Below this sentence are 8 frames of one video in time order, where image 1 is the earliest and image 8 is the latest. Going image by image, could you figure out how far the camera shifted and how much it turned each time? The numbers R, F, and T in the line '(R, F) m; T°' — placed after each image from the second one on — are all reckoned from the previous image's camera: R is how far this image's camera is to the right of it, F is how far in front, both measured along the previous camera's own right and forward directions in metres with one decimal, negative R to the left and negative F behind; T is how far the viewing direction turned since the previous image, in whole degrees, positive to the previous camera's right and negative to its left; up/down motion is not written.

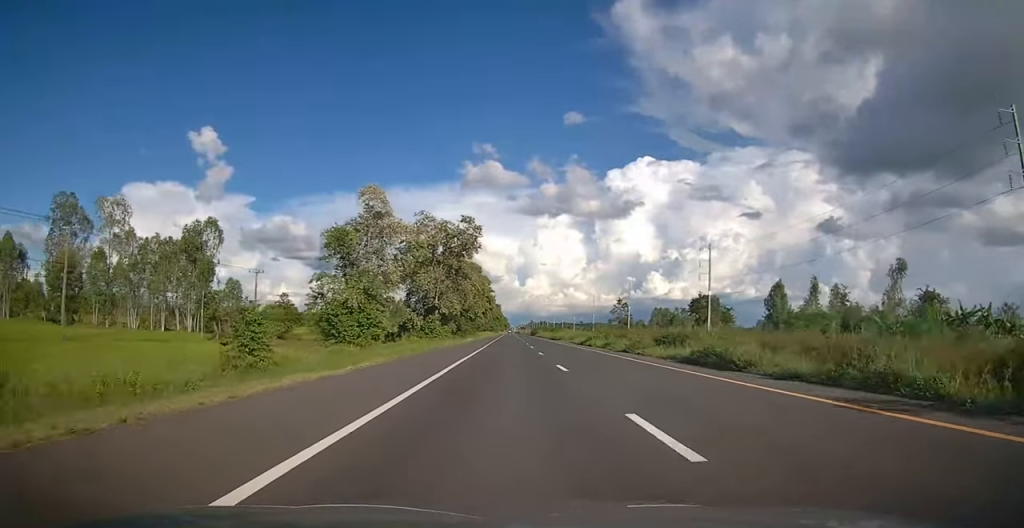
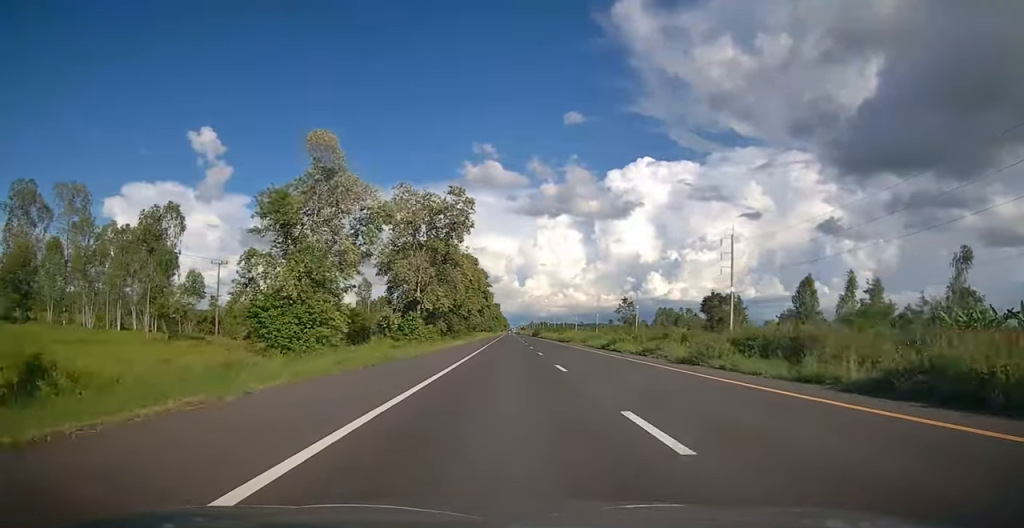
(0.0, +11.8) m; 0°
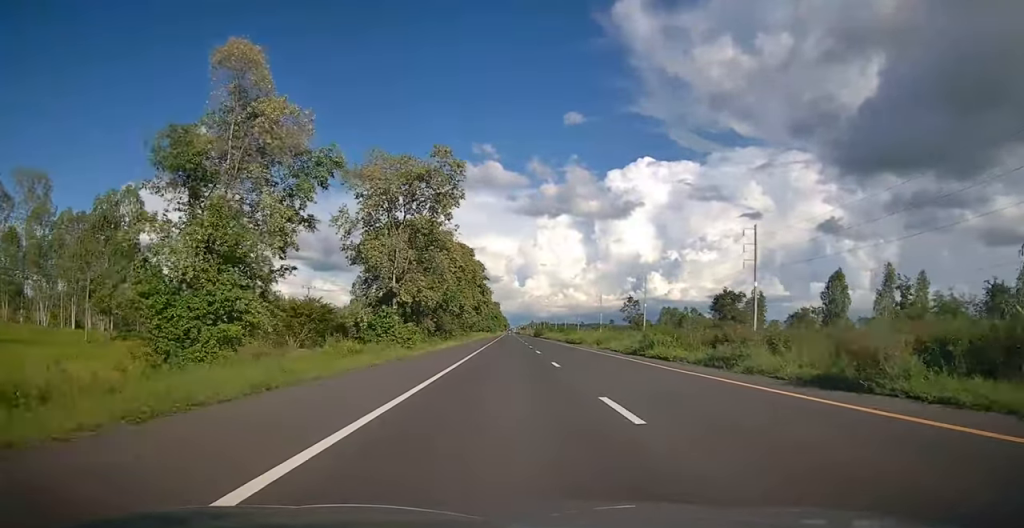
(0.0, +10.0) m; 0°
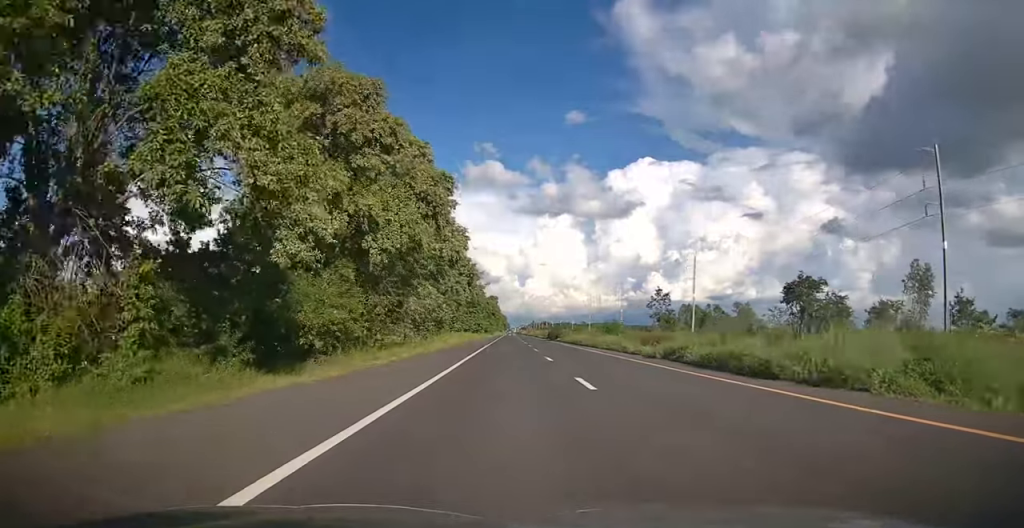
(0.0, +43.5) m; 0°
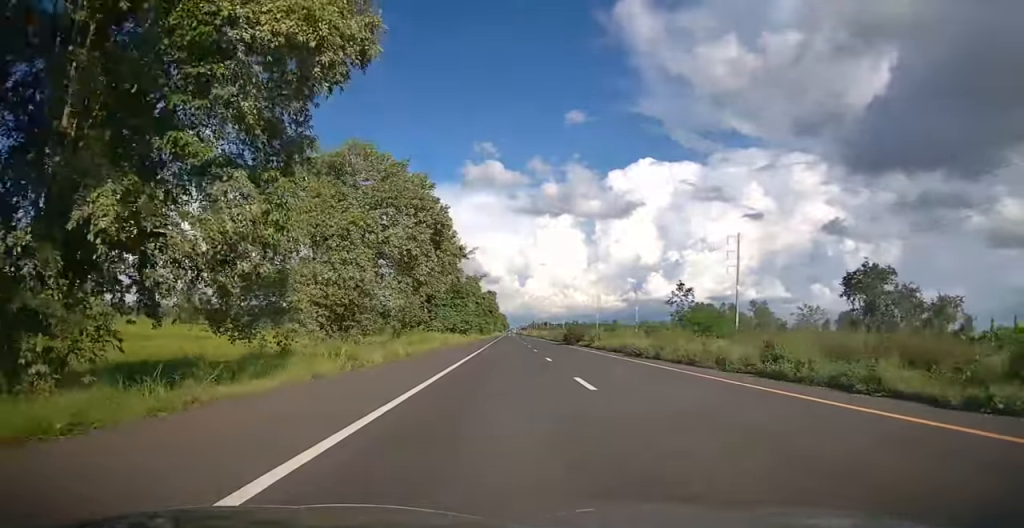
(0.0, +23.9) m; 0°
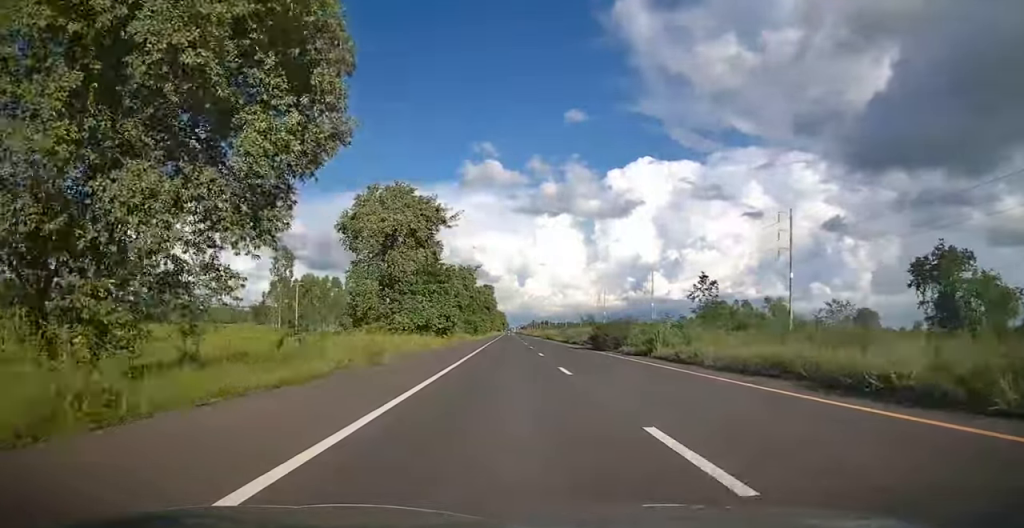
(0.0, +19.6) m; 0°
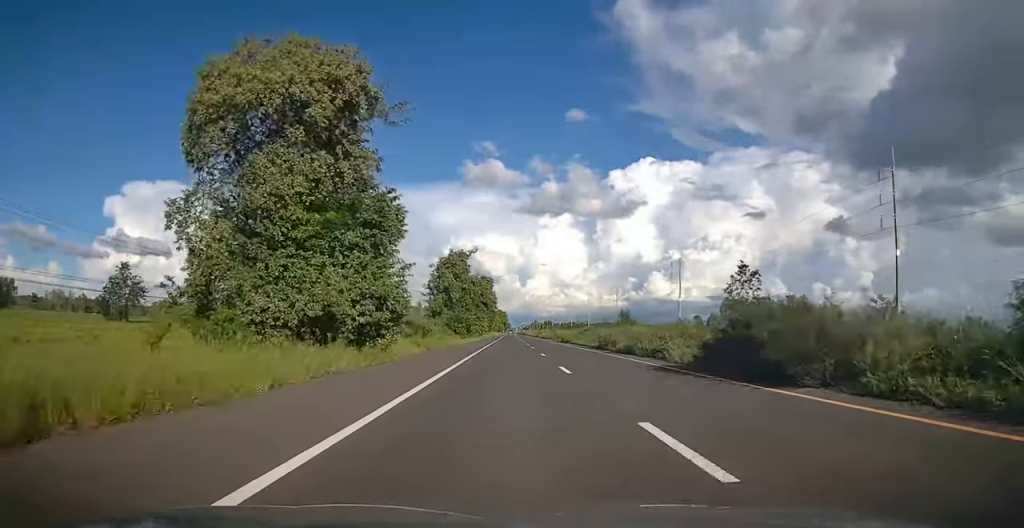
(0.0, +23.4) m; 0°
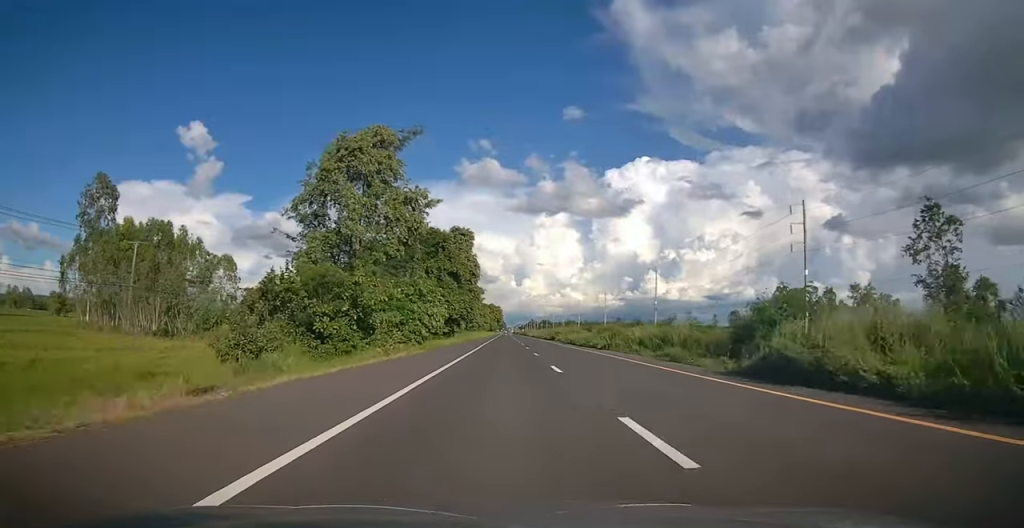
(0.0, +59.2) m; 0°
